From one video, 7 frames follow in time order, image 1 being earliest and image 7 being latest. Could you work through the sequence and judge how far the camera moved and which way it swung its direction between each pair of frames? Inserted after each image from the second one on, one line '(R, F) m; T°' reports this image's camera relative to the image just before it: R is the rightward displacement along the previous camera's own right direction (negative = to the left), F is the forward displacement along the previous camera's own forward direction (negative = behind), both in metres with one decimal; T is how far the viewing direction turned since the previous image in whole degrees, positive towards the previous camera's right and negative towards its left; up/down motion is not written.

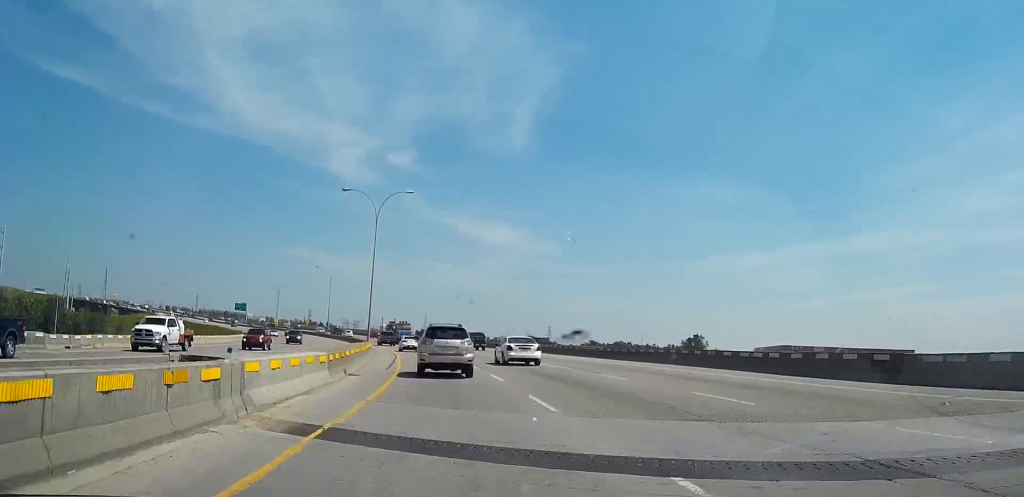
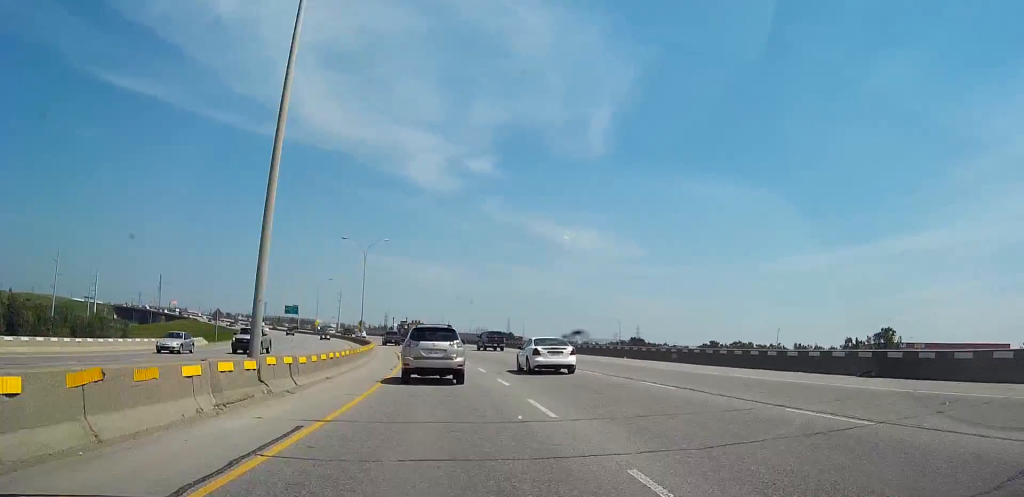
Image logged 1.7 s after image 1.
(-2.7, +53.6) m; -9°
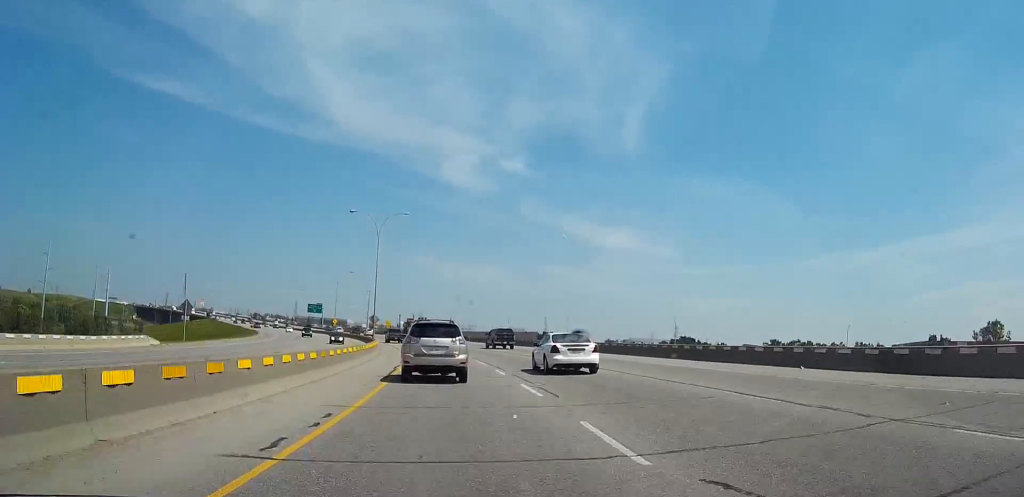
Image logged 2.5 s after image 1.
(-1.9, +22.4) m; -5°
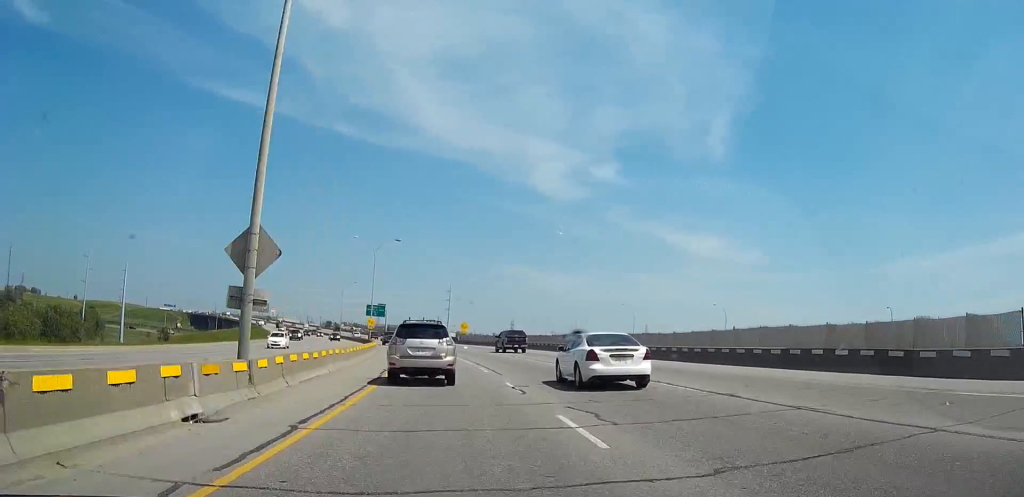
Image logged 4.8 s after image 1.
(-0.6, +68.8) m; 0°
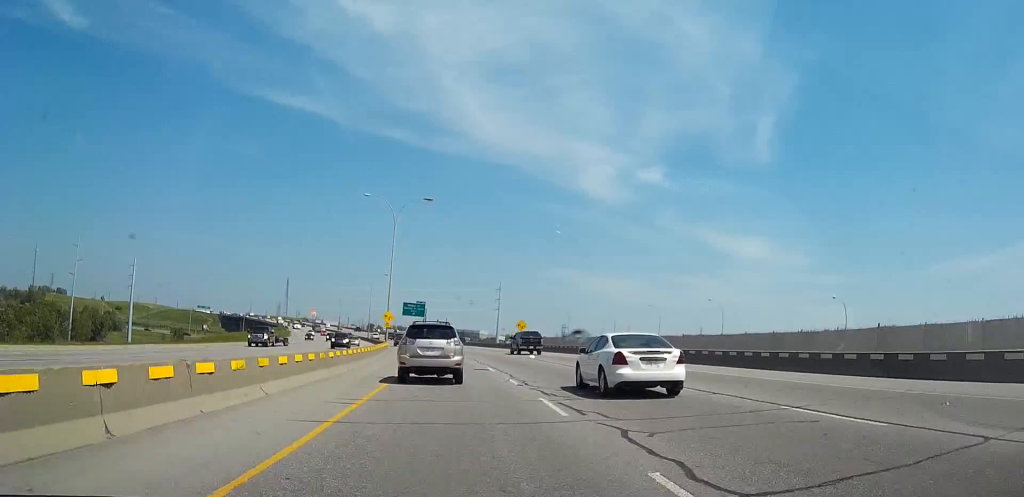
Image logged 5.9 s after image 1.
(0.0, +33.1) m; -2°
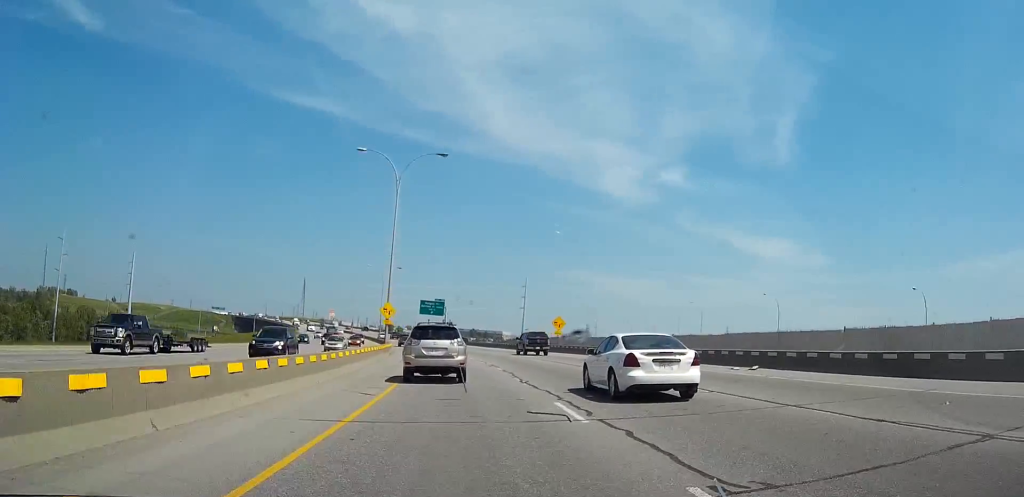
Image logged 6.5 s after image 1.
(+0.6, +18.3) m; -3°
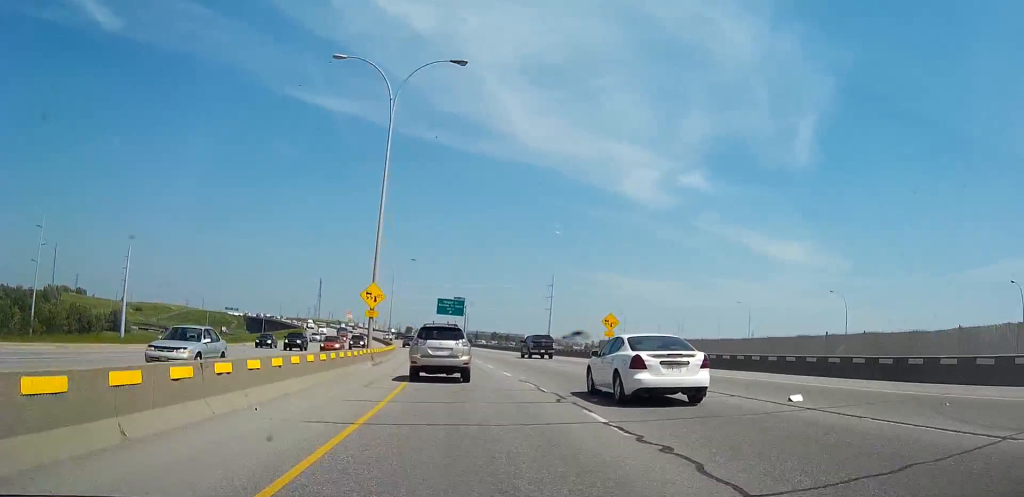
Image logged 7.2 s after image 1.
(-1.6, +19.0) m; -3°
